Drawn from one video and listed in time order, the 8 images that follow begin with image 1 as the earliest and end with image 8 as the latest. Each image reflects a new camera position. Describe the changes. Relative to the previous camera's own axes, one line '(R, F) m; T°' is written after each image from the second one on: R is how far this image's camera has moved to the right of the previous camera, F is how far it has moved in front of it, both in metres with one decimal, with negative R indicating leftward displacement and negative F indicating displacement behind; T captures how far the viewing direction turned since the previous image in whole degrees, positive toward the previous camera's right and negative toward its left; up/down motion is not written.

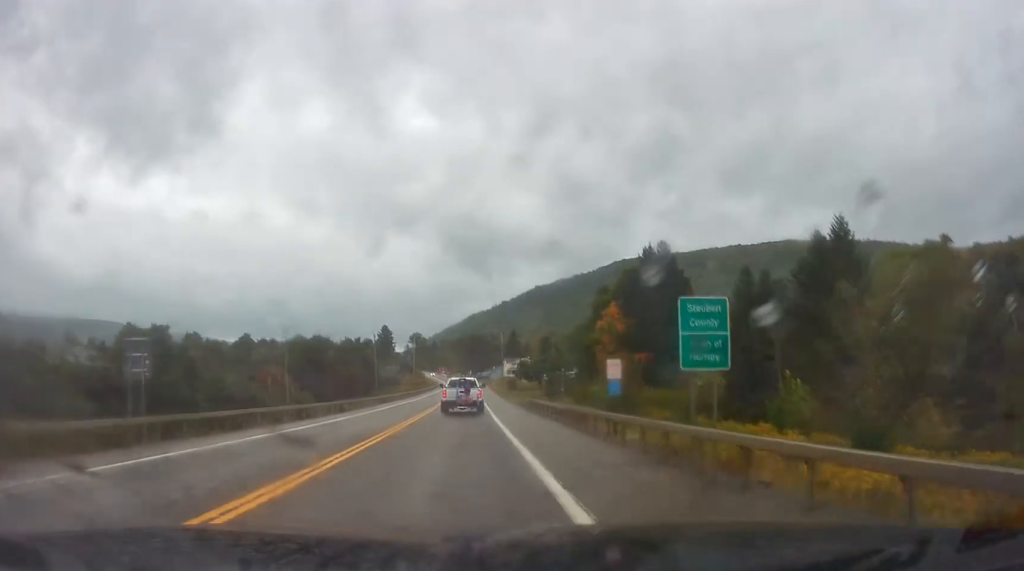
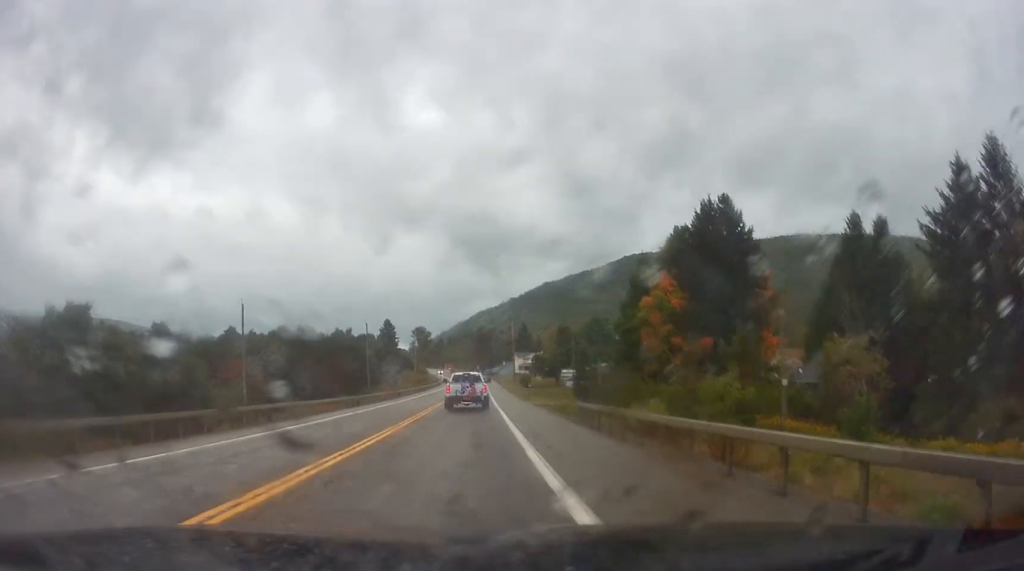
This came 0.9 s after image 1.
(0.0, +18.7) m; 0°
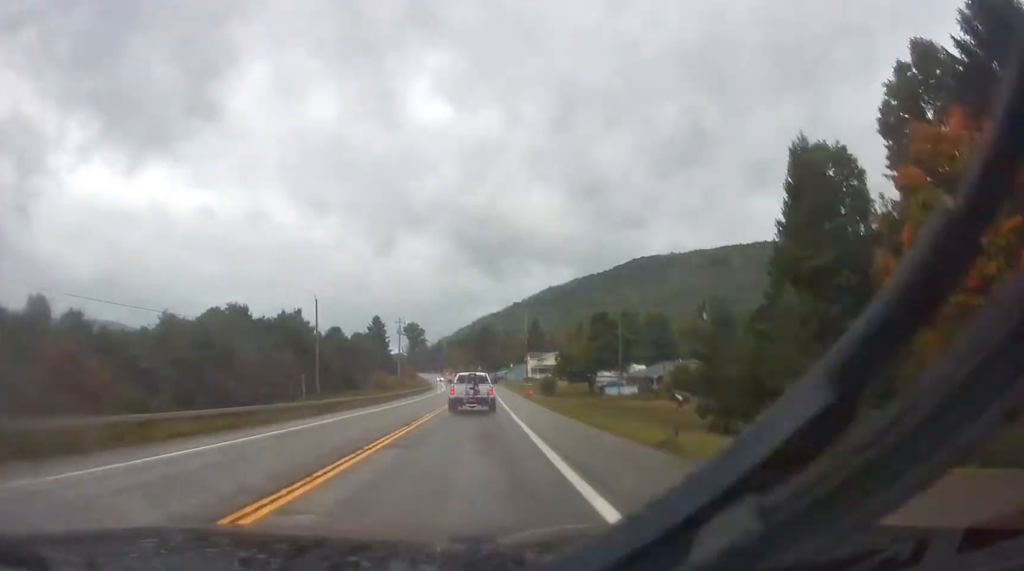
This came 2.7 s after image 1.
(-0.2, +39.5) m; -1°
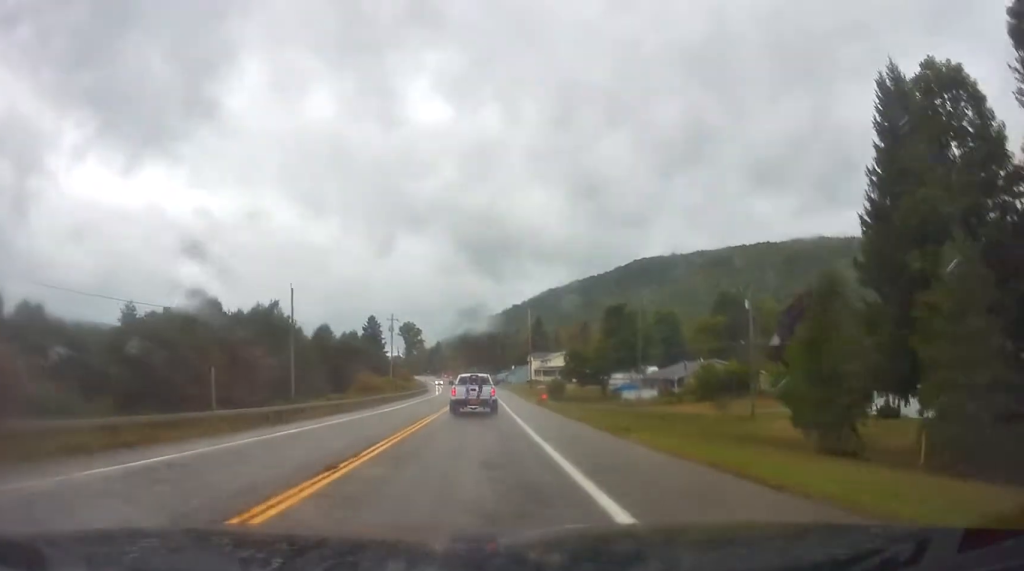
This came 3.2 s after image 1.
(-0.4, +10.8) m; 0°
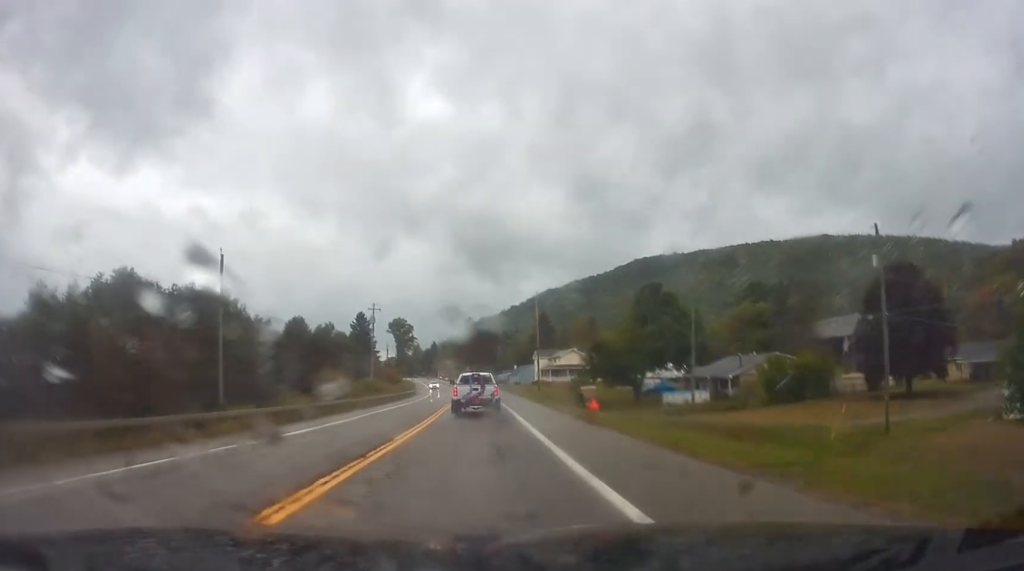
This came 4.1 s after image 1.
(+0.3, +20.1) m; +1°
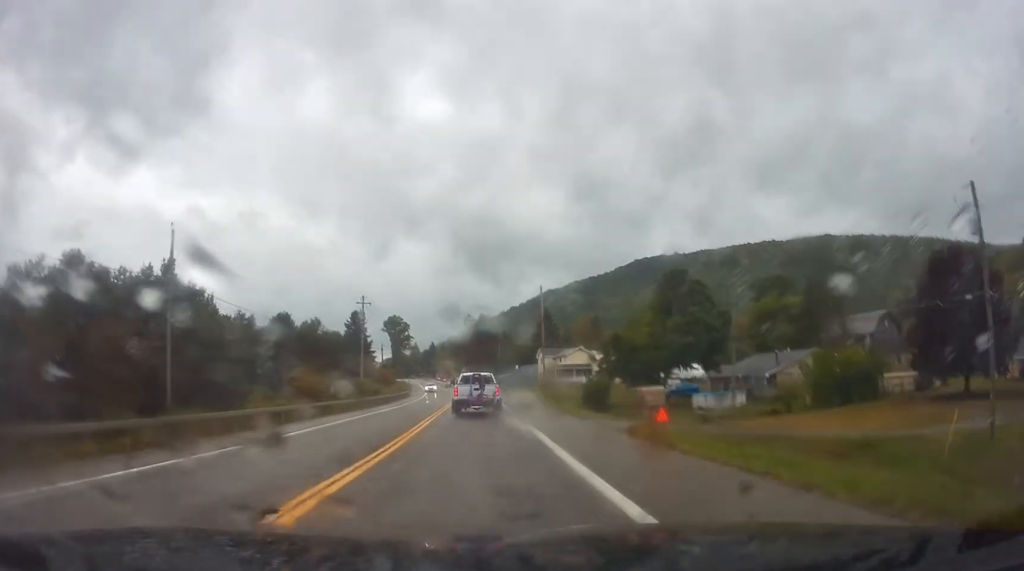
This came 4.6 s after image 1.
(+0.1, +9.3) m; 0°
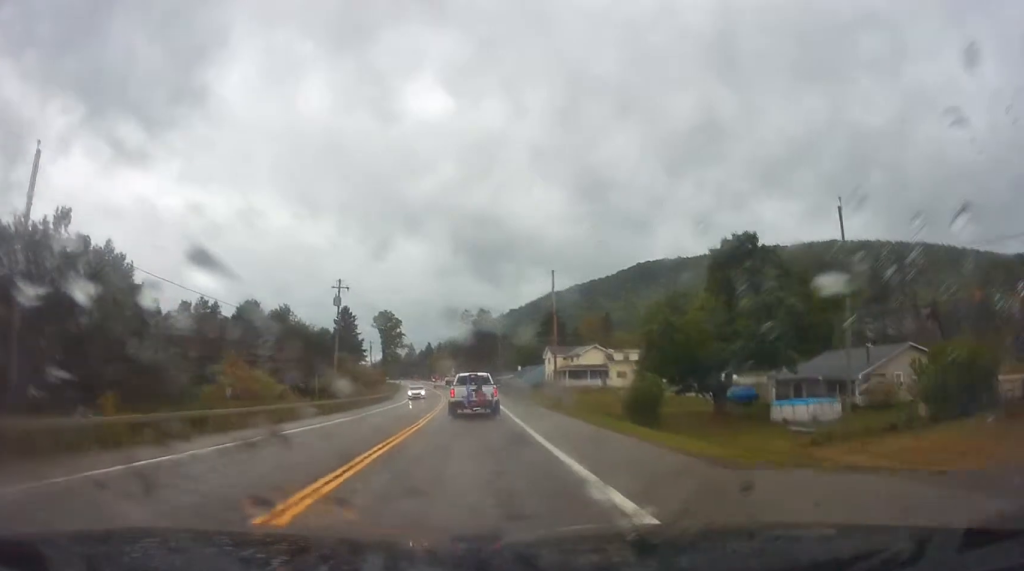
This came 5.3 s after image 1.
(-0.1, +16.5) m; 0°
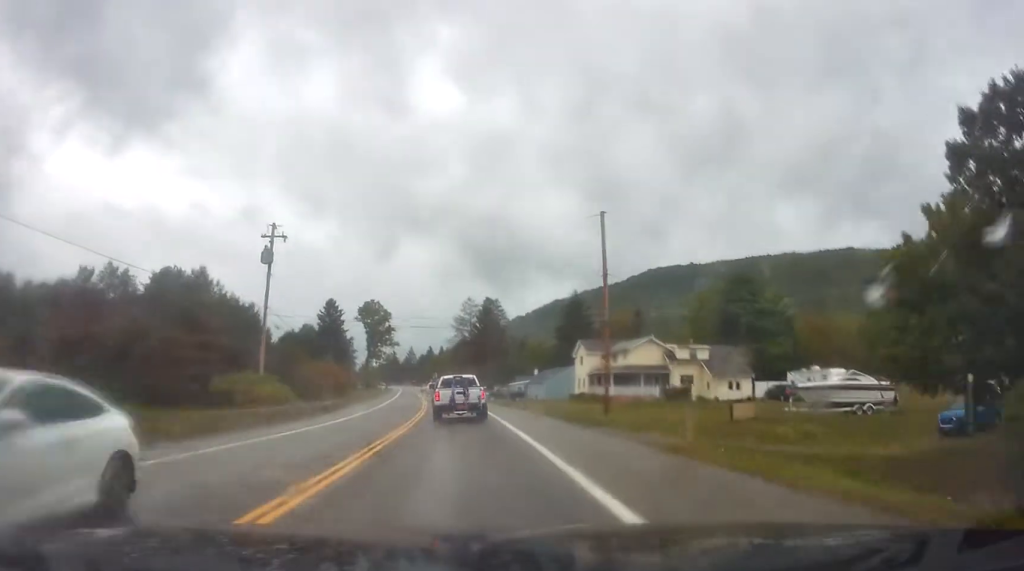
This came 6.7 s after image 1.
(+0.2, +29.6) m; 0°
